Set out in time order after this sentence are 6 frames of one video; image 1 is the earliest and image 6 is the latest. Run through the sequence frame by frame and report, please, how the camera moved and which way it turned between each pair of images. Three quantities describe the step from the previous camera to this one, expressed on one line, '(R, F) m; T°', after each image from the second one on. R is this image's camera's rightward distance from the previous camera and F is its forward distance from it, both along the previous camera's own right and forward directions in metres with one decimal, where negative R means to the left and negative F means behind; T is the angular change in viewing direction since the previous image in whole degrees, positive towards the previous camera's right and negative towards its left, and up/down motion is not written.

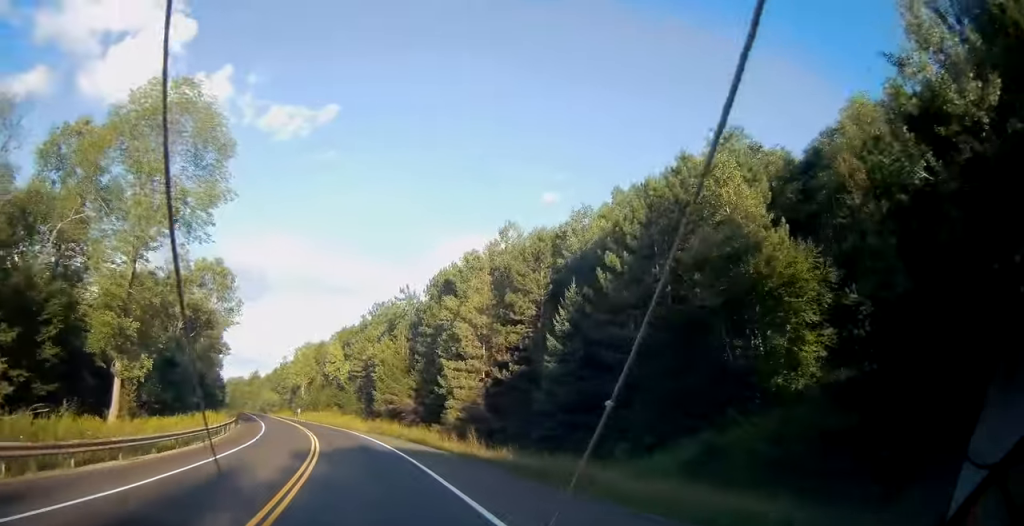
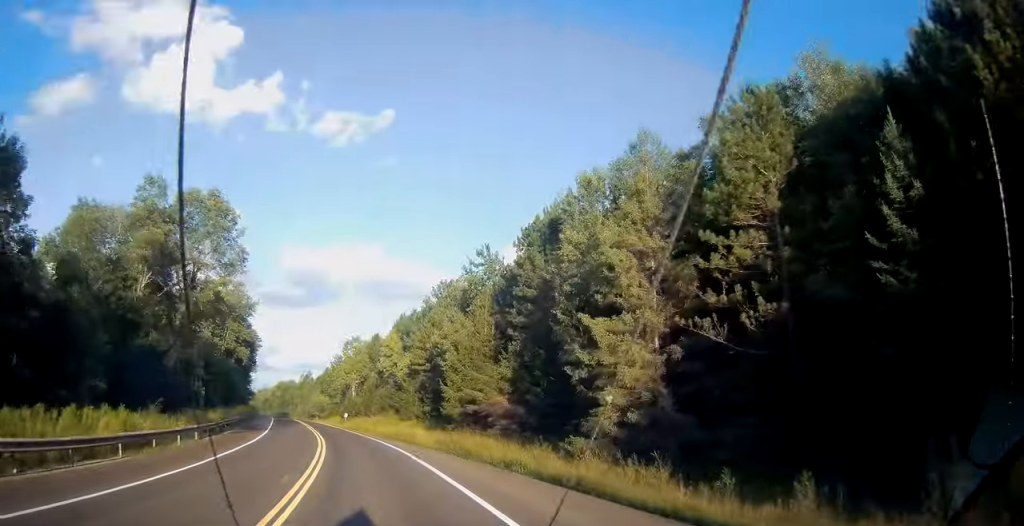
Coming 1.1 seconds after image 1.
(-1.8, +24.1) m; -7°
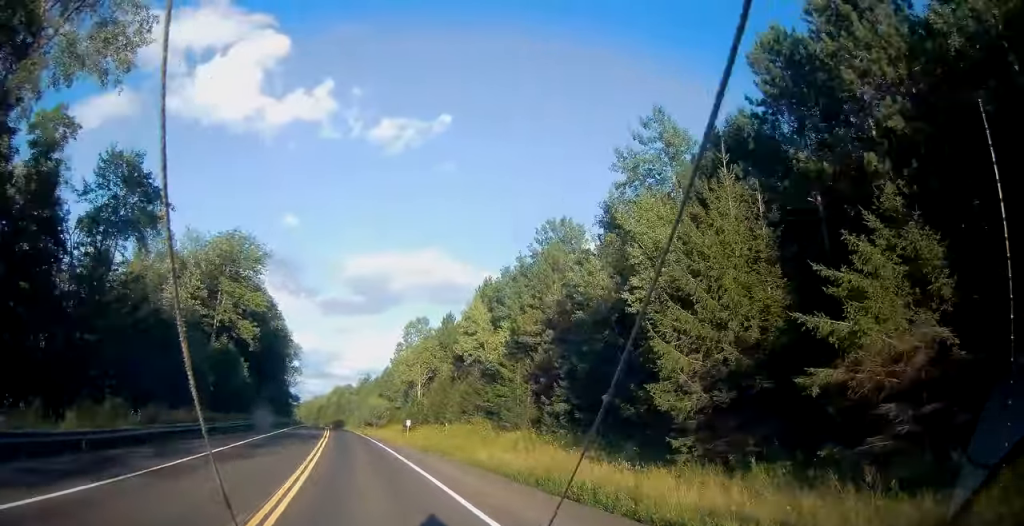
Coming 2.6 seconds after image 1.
(-2.1, +33.6) m; -7°
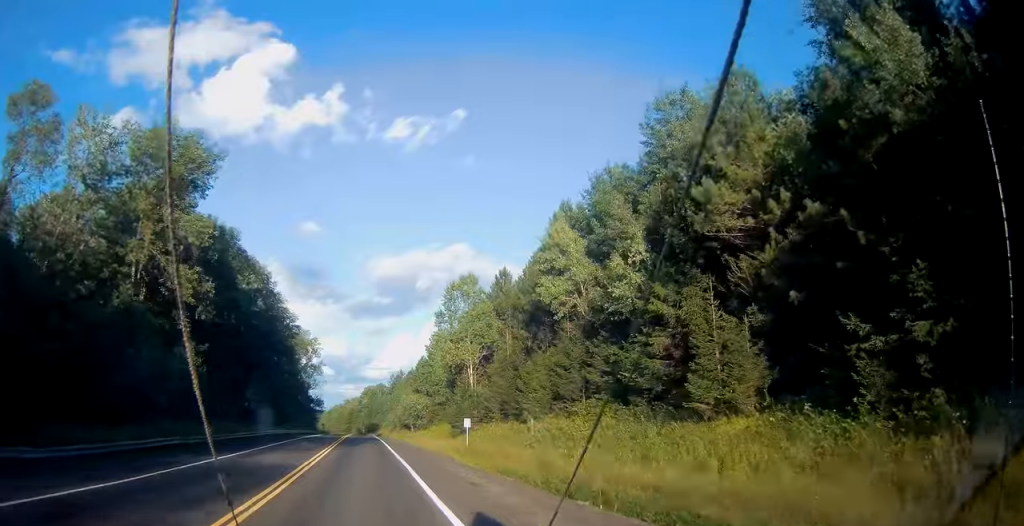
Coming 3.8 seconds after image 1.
(-1.2, +26.6) m; -6°
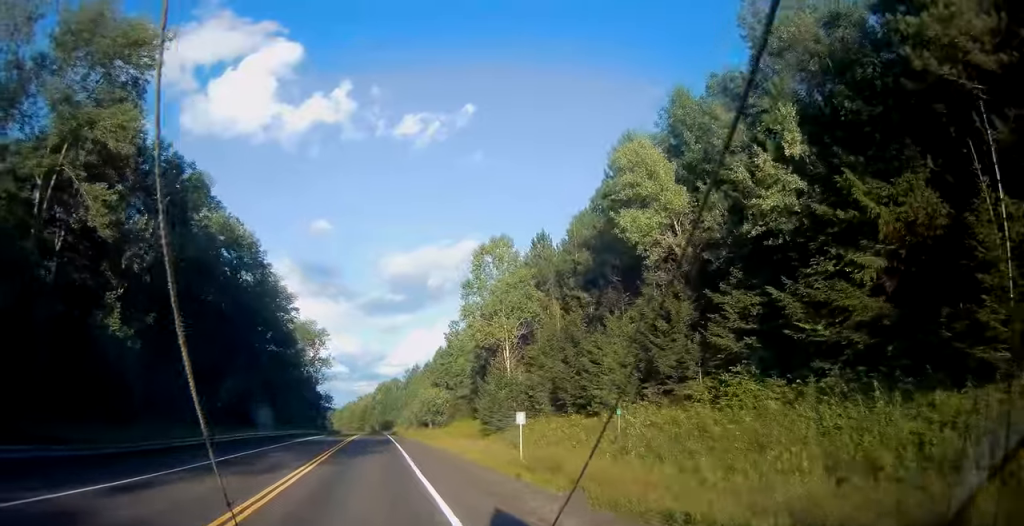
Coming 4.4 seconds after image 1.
(-0.5, +13.4) m; -2°
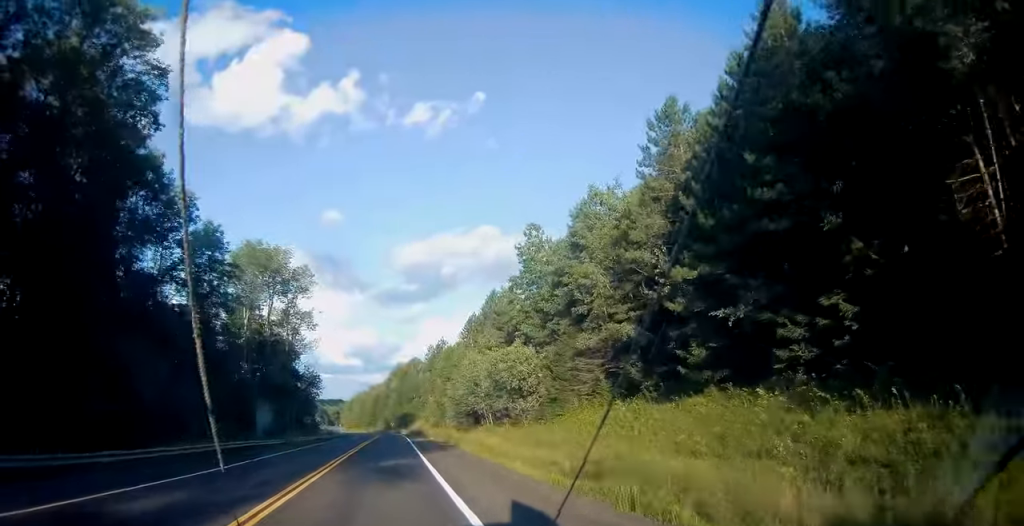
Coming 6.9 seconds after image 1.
(-2.3, +57.2) m; -4°
